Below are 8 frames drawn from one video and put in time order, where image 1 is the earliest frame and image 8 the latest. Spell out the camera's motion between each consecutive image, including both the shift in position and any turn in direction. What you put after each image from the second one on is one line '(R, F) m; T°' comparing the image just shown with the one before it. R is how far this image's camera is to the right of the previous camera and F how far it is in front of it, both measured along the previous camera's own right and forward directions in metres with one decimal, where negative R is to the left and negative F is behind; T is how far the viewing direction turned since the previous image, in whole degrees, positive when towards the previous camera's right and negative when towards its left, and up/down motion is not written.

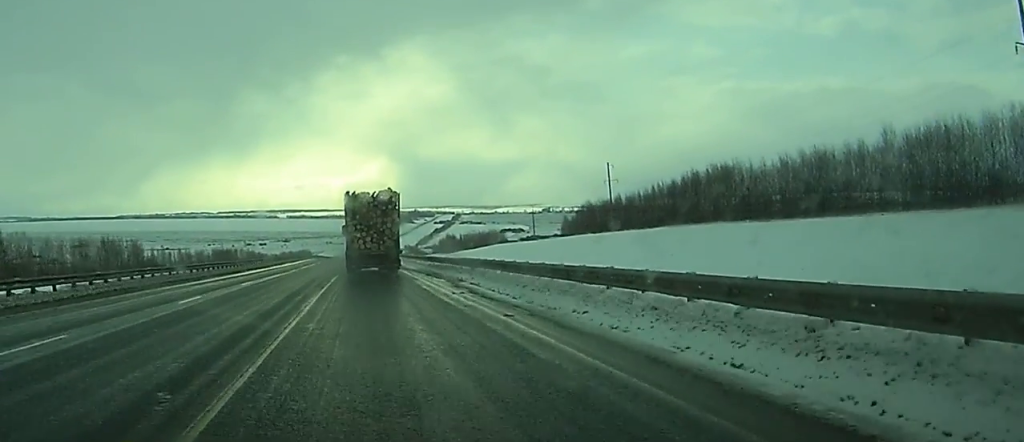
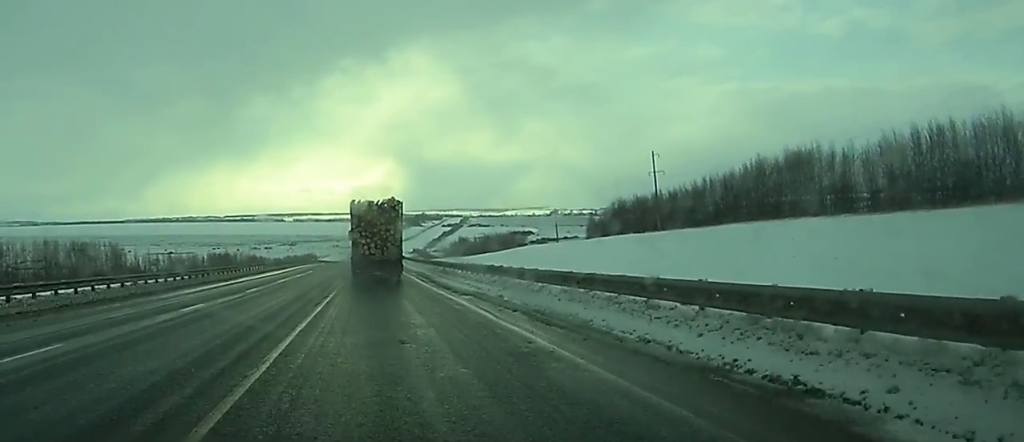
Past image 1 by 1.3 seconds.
(-0.1, +24.3) m; 0°
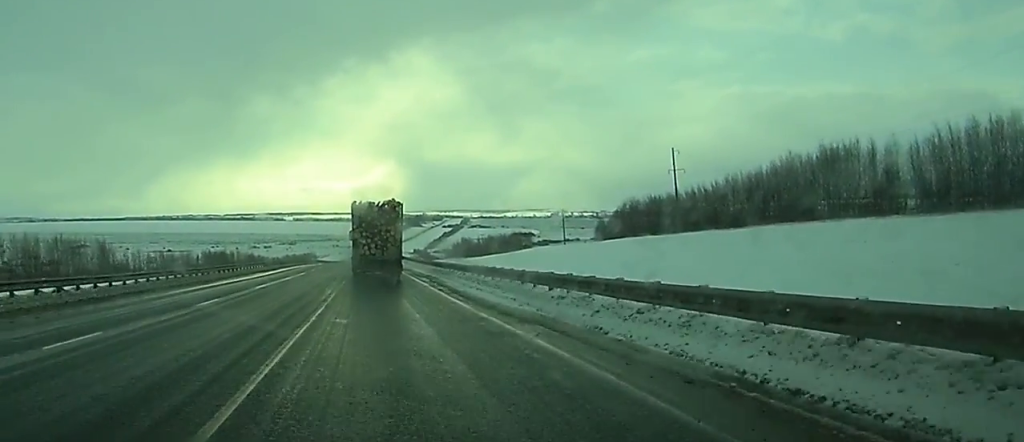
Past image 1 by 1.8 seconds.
(0.0, +9.7) m; 0°
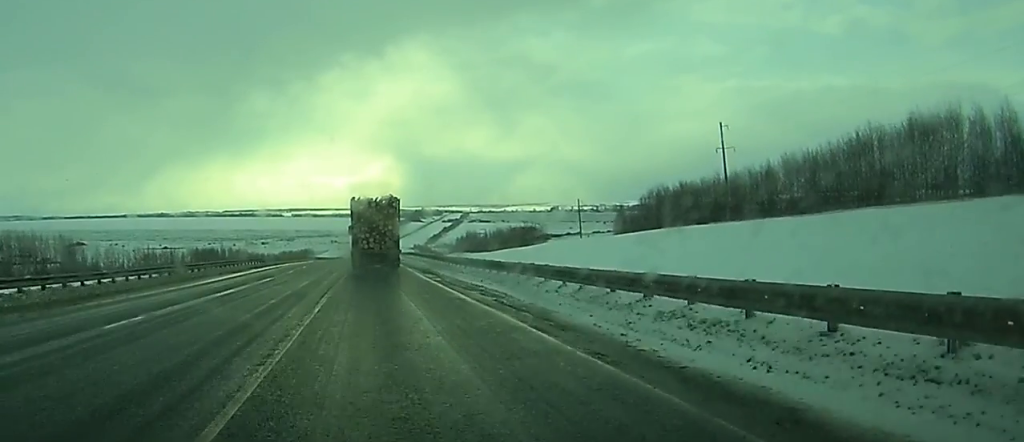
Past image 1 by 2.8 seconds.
(0.0, +20.9) m; 0°
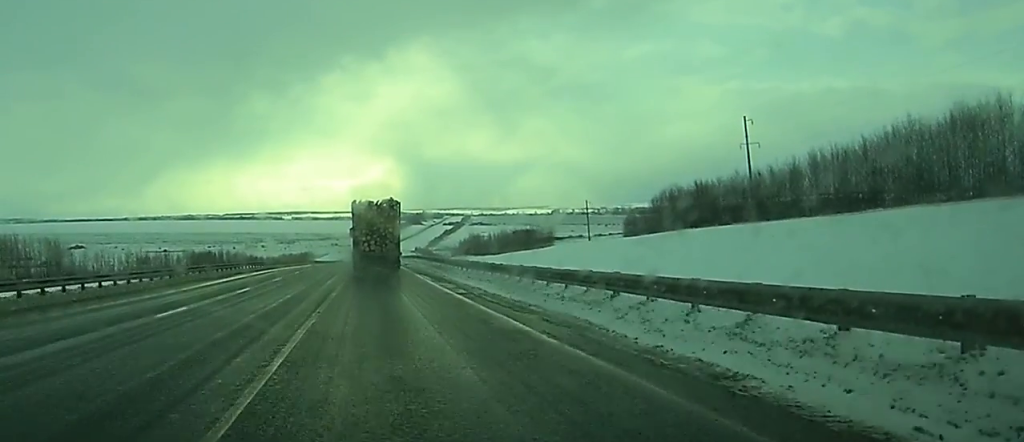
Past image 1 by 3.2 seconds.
(0.0, +7.9) m; 0°
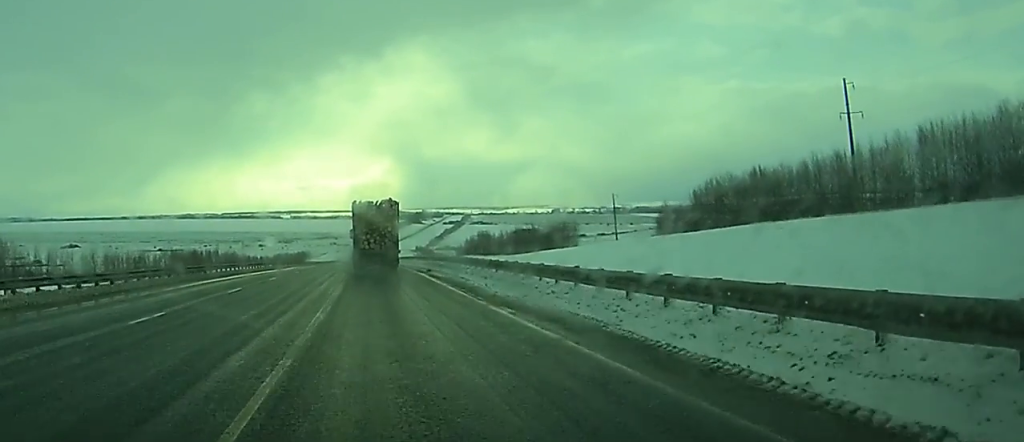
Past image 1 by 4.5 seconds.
(-0.1, +26.1) m; 0°
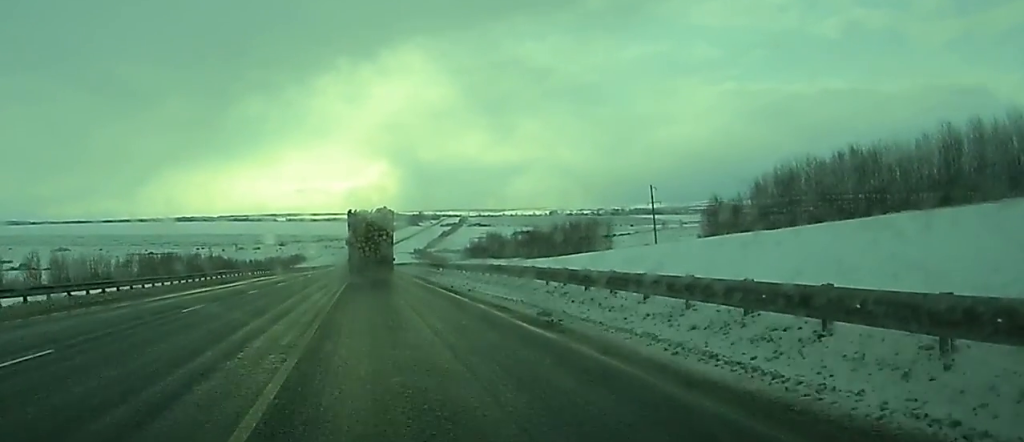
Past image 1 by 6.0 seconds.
(+0.2, +30.7) m; 0°
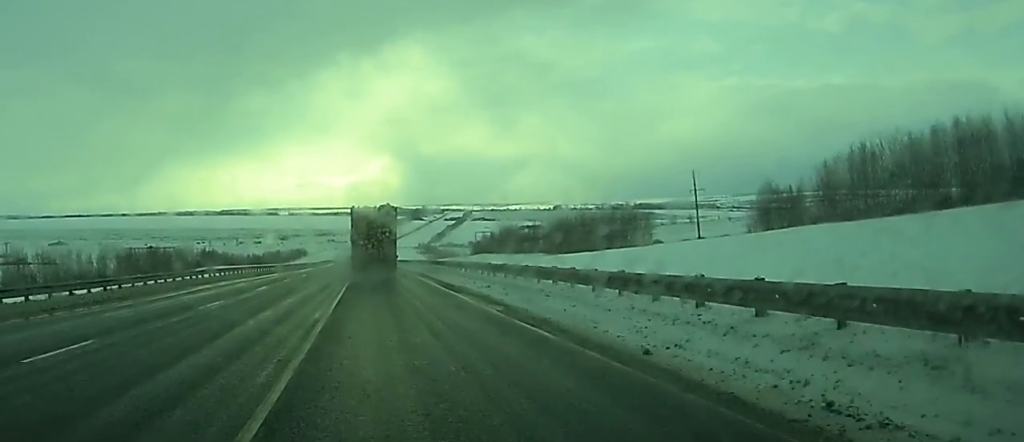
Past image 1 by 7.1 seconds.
(-0.1, +22.0) m; 0°
